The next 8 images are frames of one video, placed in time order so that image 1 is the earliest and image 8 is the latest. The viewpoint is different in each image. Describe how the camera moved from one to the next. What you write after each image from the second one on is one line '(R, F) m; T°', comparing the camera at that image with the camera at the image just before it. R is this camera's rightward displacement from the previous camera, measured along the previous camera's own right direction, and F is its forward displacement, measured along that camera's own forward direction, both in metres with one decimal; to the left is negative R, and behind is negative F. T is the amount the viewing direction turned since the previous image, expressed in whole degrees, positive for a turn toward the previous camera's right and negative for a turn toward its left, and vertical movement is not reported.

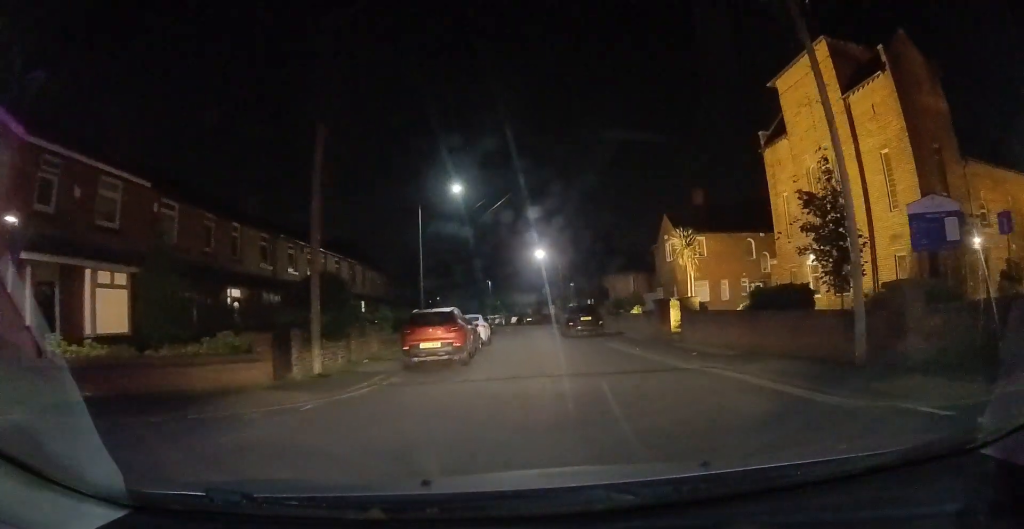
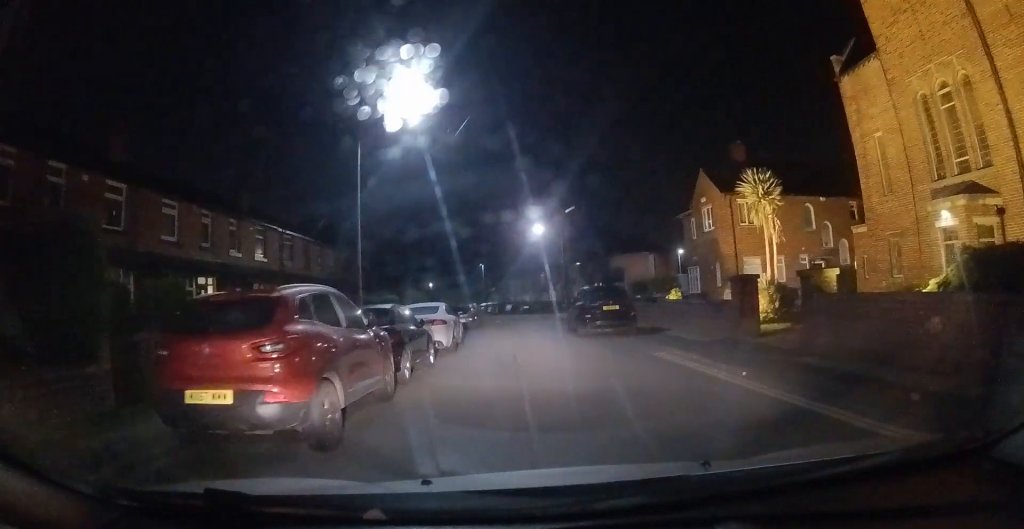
(+0.2, +9.2) m; +1°
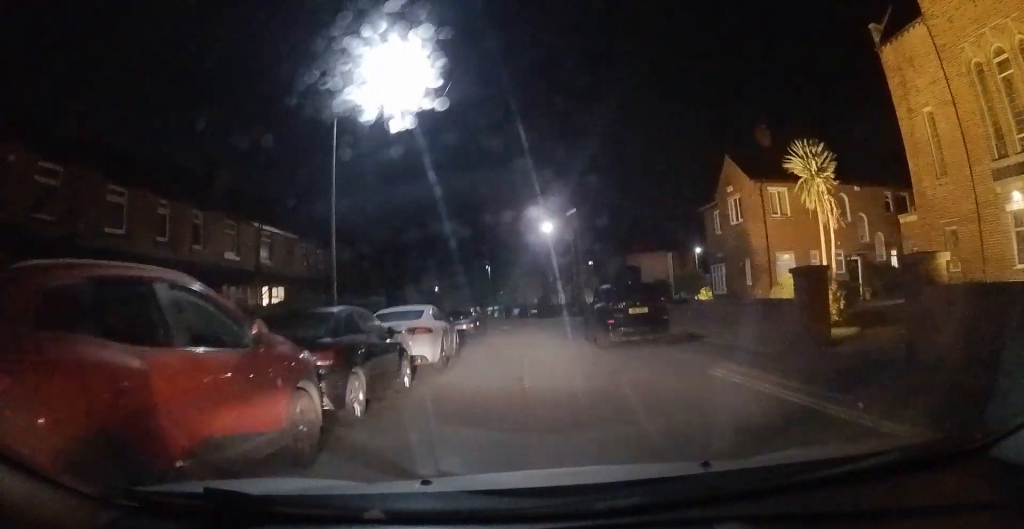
(0.0, +3.0) m; -1°
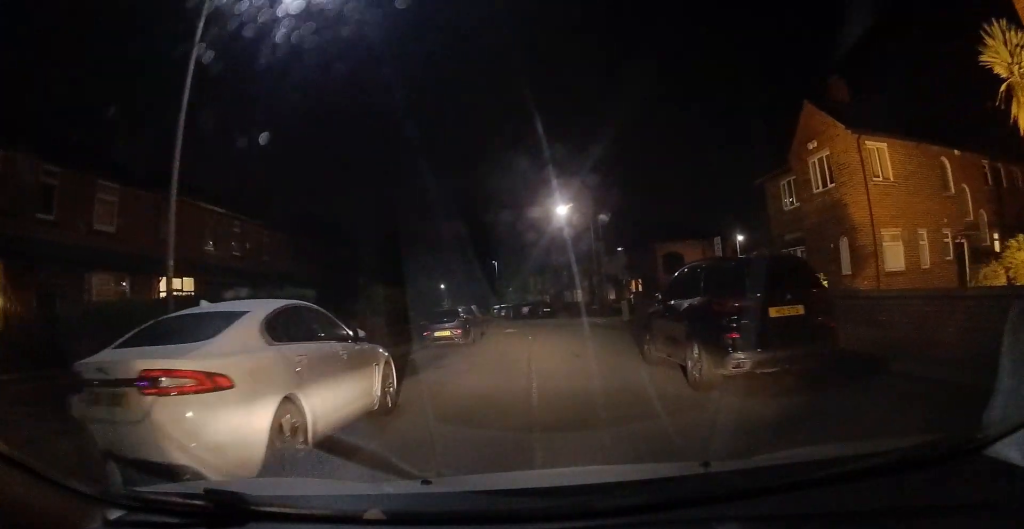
(-0.2, +7.5) m; -1°
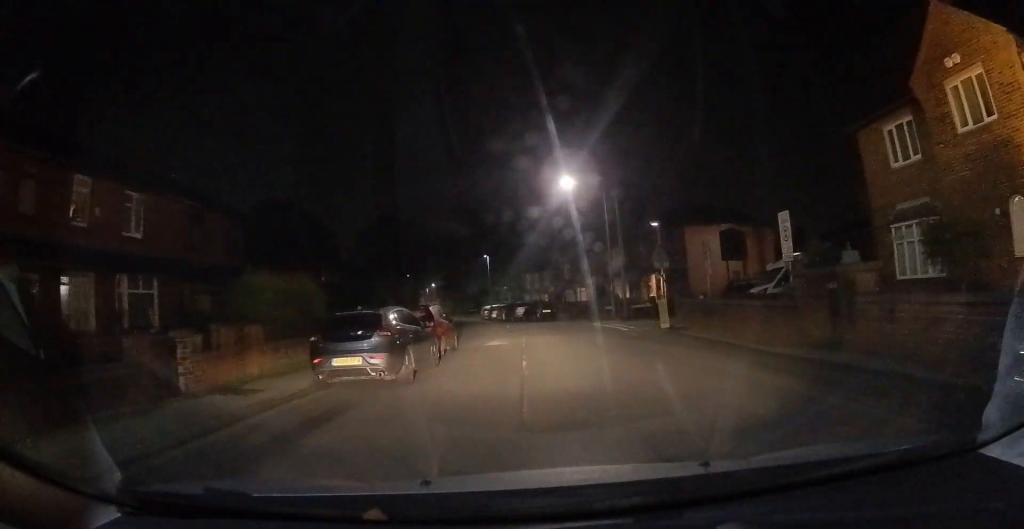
(+0.1, +8.5) m; 0°
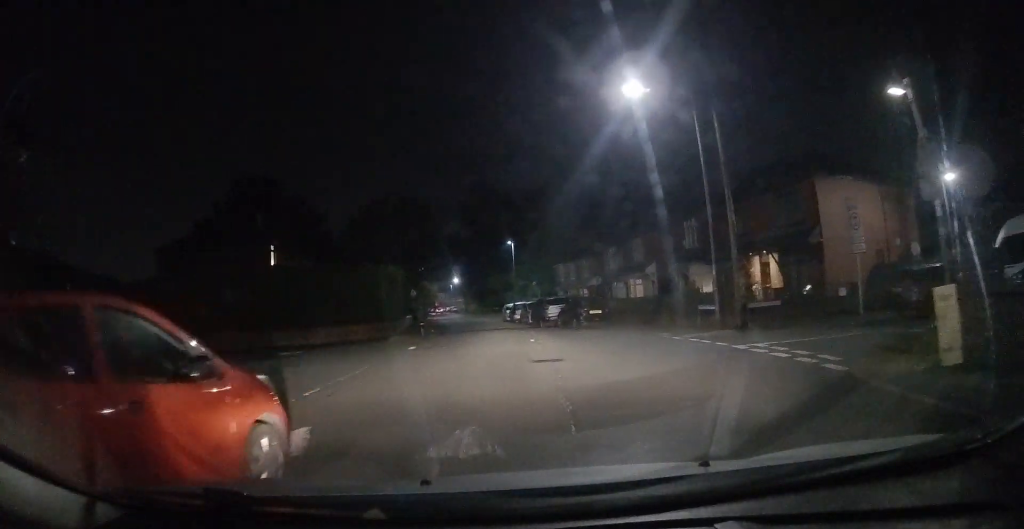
(-0.6, +13.0) m; -4°
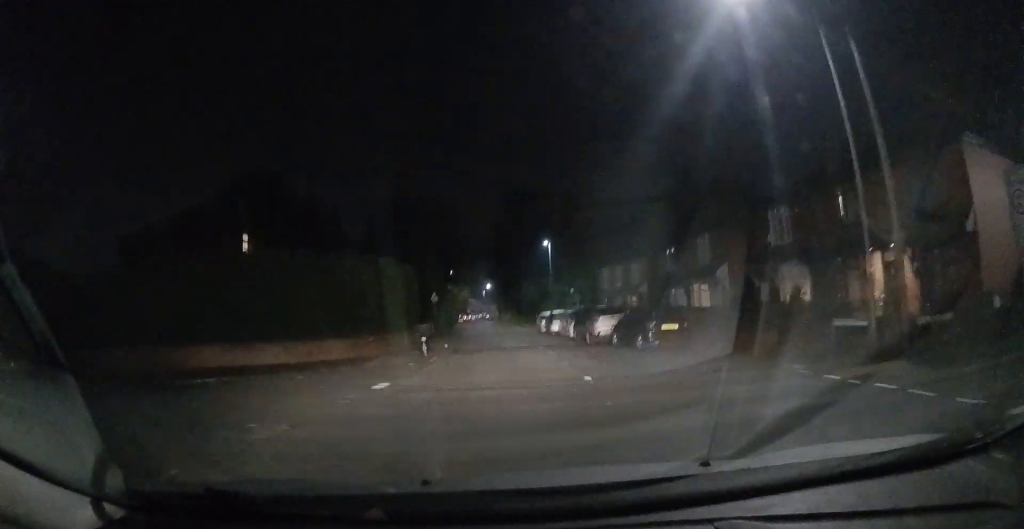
(0.0, +7.1) m; -1°
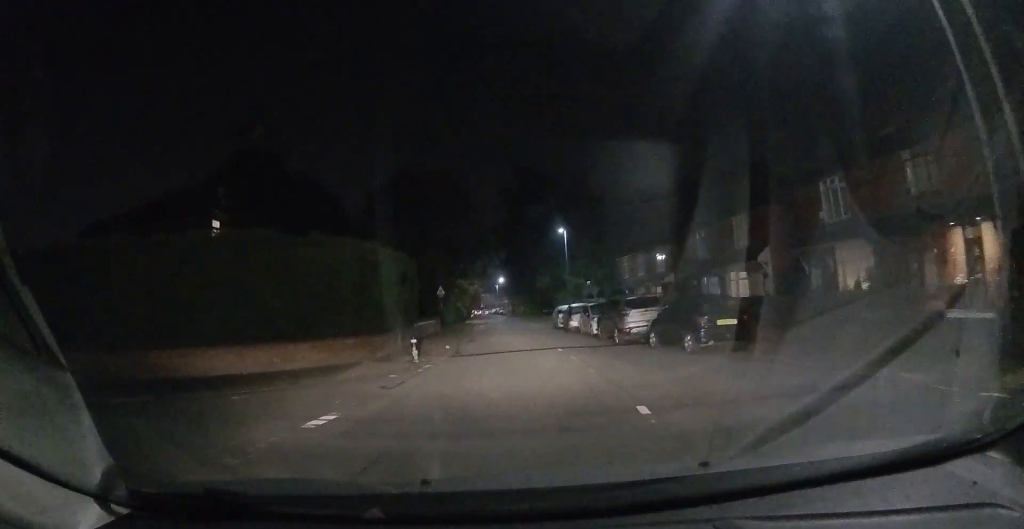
(+0.2, +3.7) m; -1°
